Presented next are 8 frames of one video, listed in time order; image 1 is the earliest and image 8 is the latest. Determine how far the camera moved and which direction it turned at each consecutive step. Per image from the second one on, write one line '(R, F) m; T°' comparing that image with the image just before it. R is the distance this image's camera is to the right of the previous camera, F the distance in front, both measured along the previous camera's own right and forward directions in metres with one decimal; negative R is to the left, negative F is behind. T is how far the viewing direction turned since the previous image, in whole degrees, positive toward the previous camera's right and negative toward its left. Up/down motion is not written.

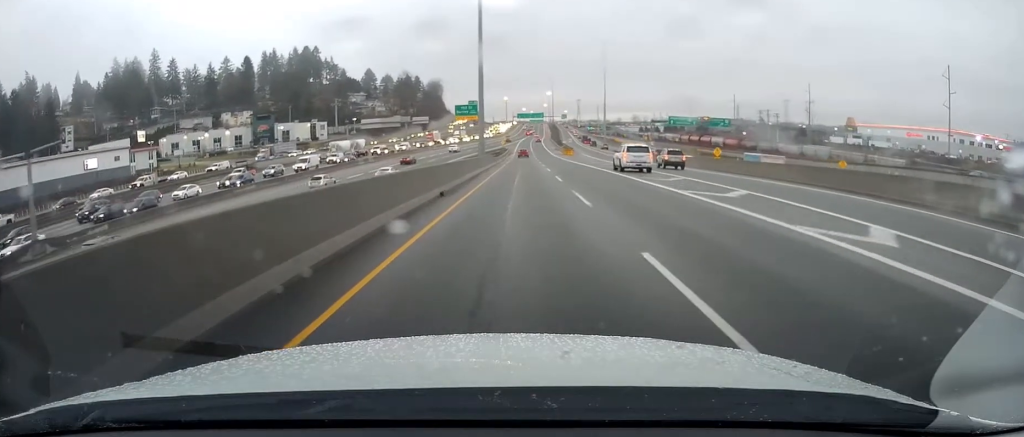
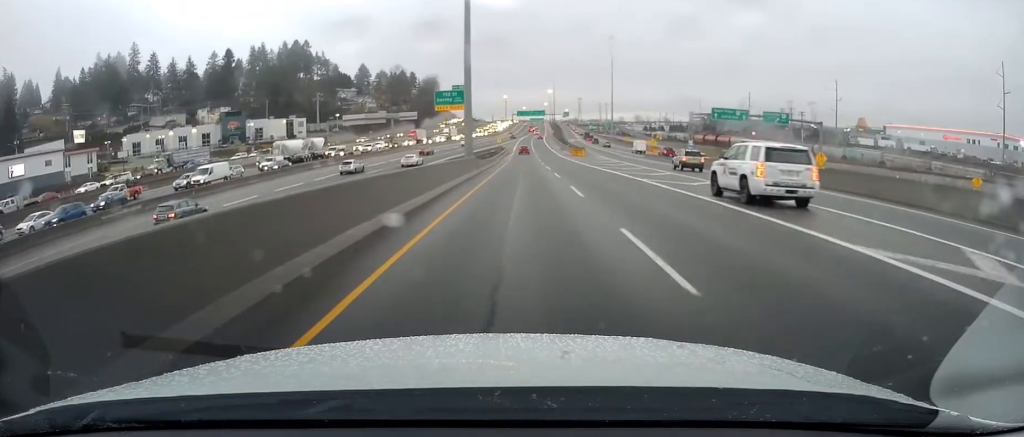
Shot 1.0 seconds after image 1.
(-0.1, +22.9) m; +1°
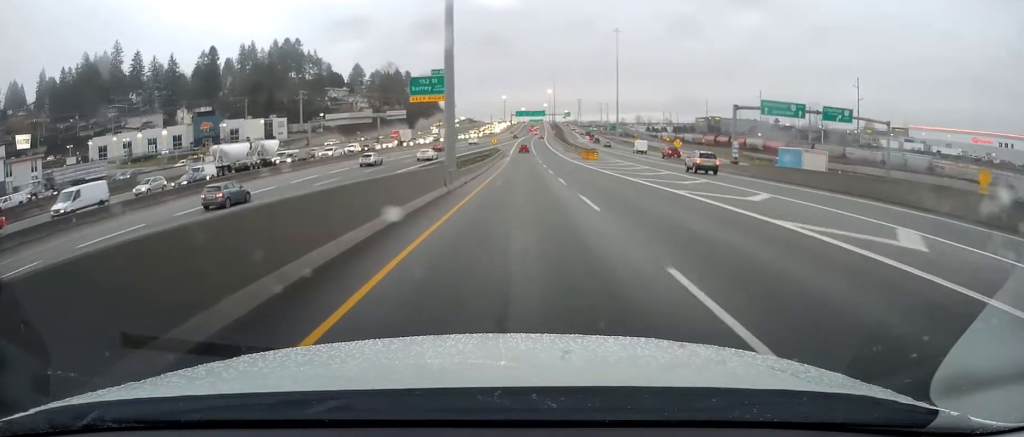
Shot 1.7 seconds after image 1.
(+0.1, +16.7) m; +1°
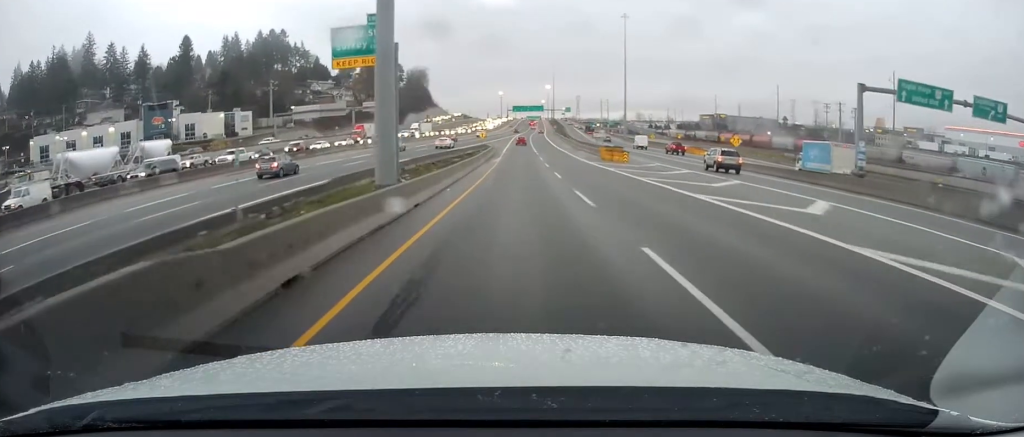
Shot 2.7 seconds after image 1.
(+0.2, +24.0) m; 0°
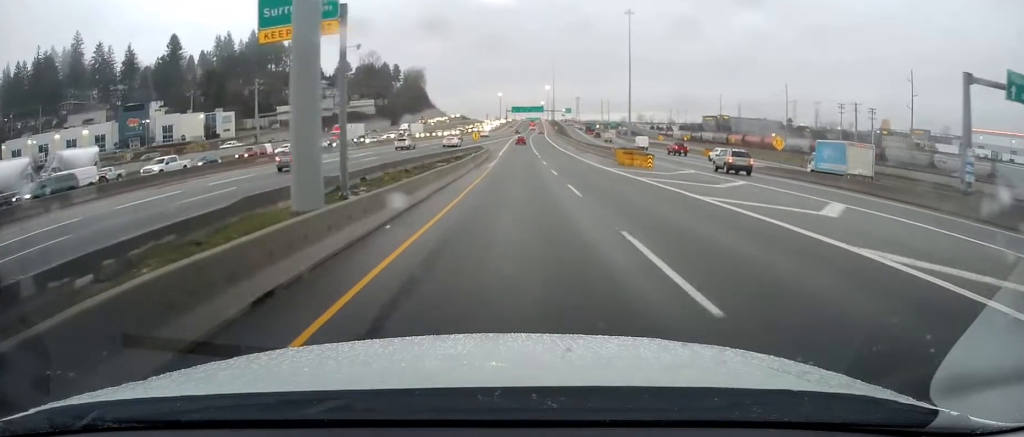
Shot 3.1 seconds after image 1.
(0.0, +10.5) m; 0°
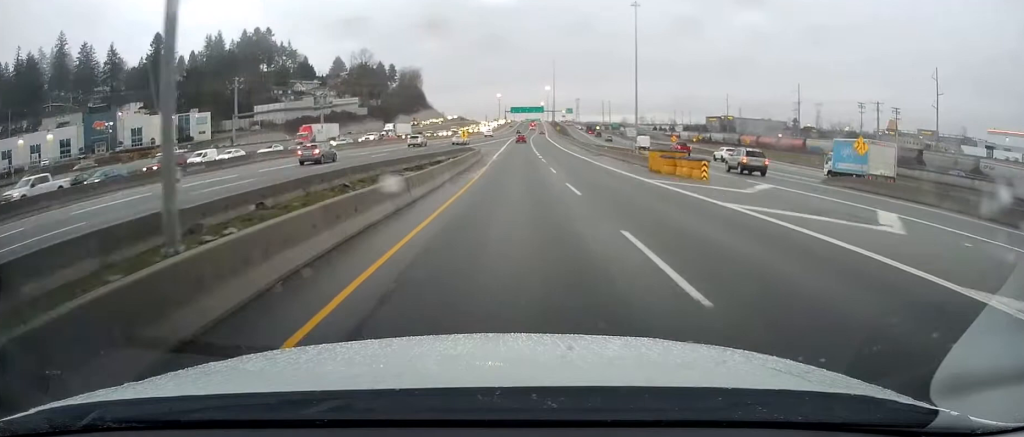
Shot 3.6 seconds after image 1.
(0.0, +12.8) m; 0°
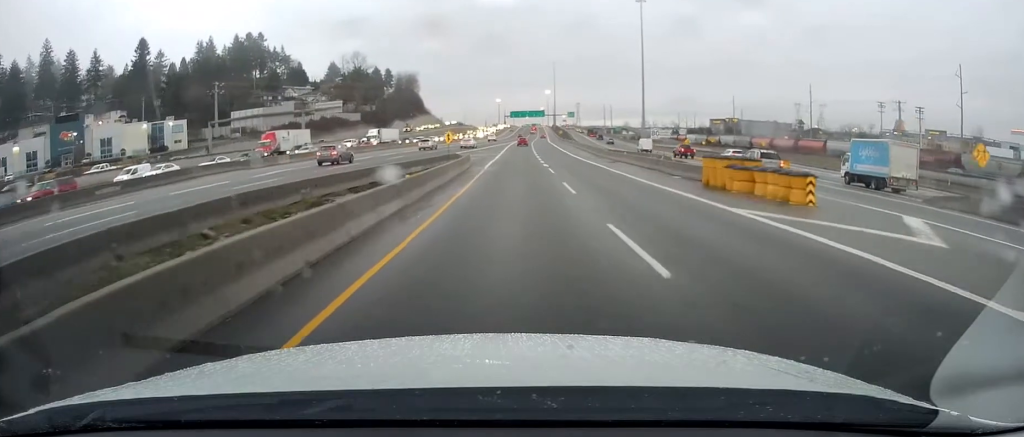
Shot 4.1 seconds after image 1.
(0.0, +11.1) m; 0°
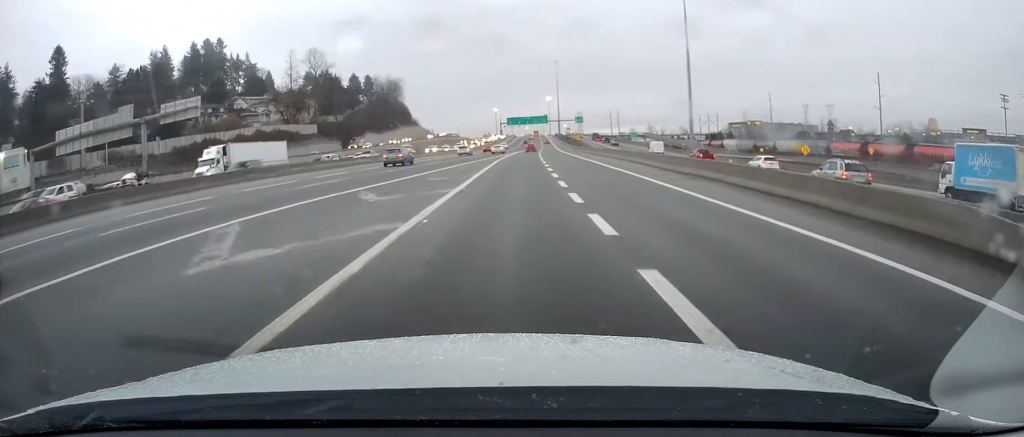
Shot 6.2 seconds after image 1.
(+0.1, +48.7) m; 0°
